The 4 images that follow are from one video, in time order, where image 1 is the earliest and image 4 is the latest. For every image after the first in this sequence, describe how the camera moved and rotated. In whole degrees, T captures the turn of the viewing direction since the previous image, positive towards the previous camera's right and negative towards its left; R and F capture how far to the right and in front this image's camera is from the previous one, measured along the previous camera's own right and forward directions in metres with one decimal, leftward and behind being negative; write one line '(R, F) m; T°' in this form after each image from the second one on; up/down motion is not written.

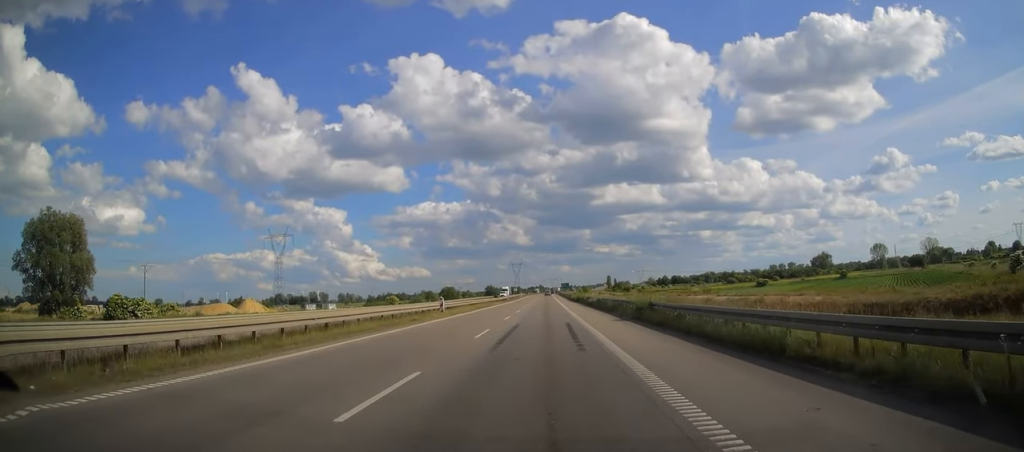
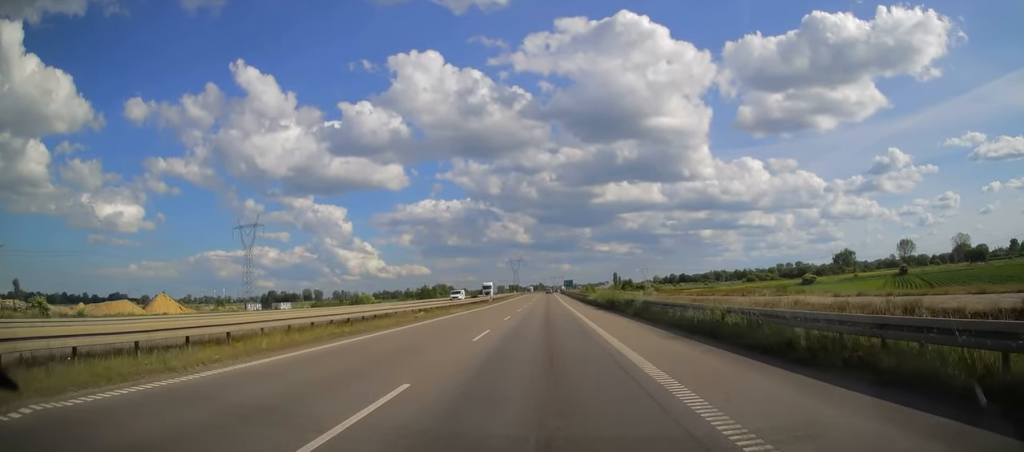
(0.0, +37.8) m; 0°
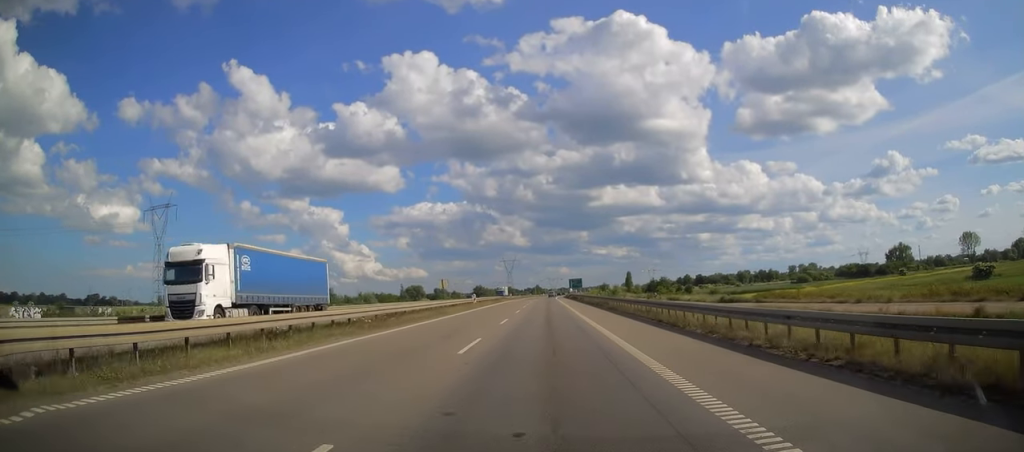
(+0.3, +75.7) m; 0°
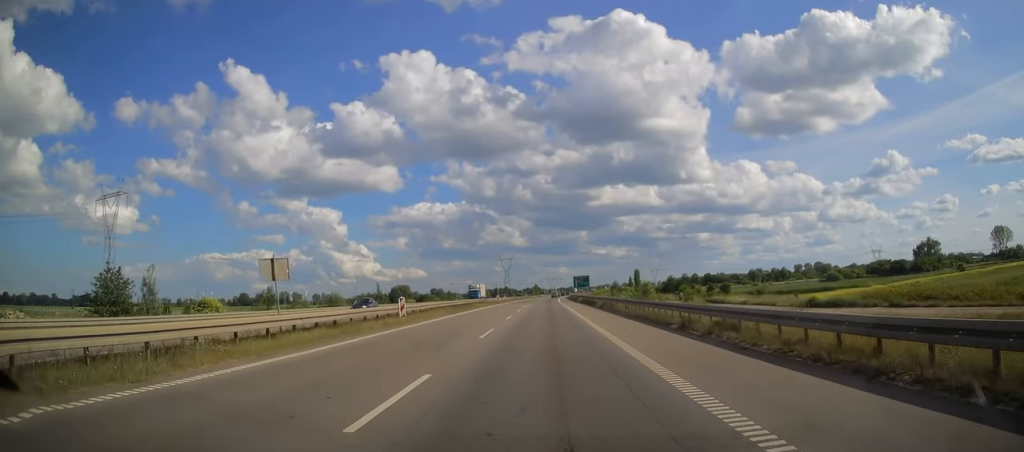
(0.0, +31.4) m; 0°
